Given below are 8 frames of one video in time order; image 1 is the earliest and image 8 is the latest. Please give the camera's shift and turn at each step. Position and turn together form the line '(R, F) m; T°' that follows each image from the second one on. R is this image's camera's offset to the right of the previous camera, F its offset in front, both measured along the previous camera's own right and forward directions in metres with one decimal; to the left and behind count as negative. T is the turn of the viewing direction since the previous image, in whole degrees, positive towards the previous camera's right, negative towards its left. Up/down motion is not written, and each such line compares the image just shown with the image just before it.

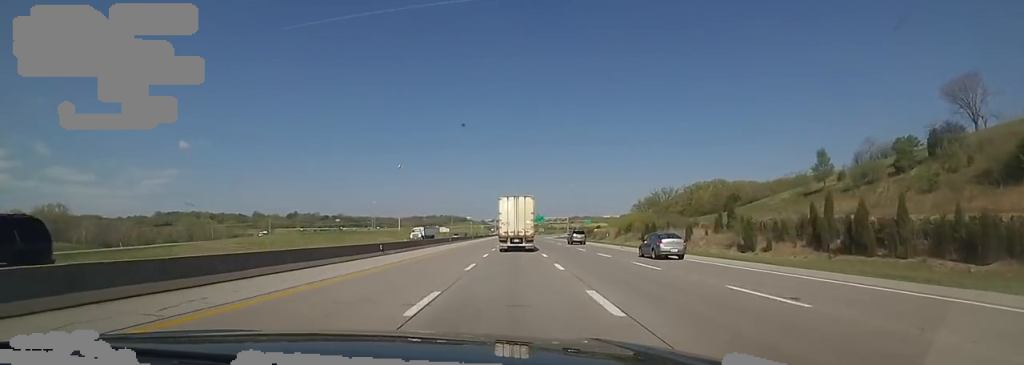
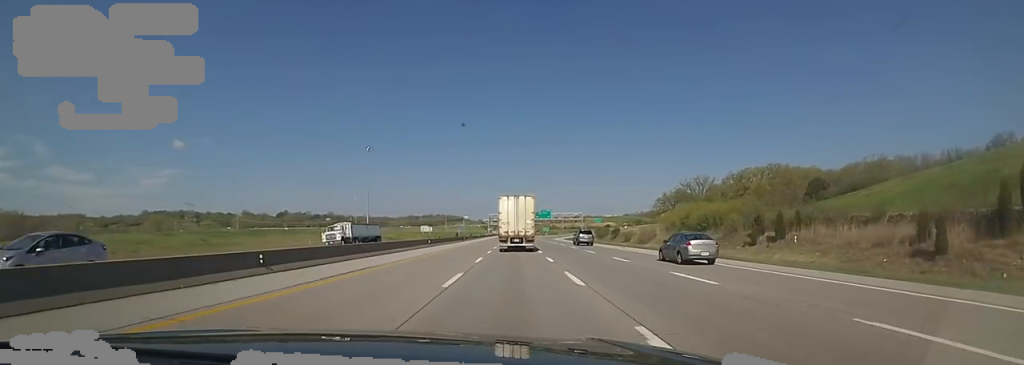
(0.0, +45.2) m; 0°
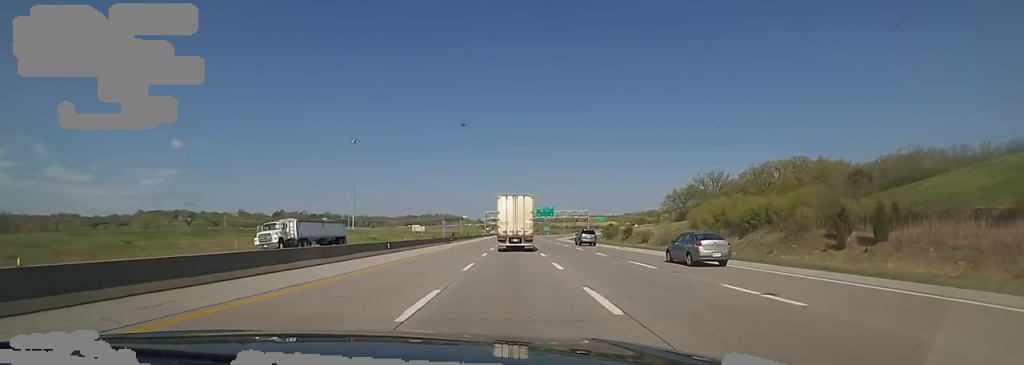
(0.0, +14.7) m; 0°
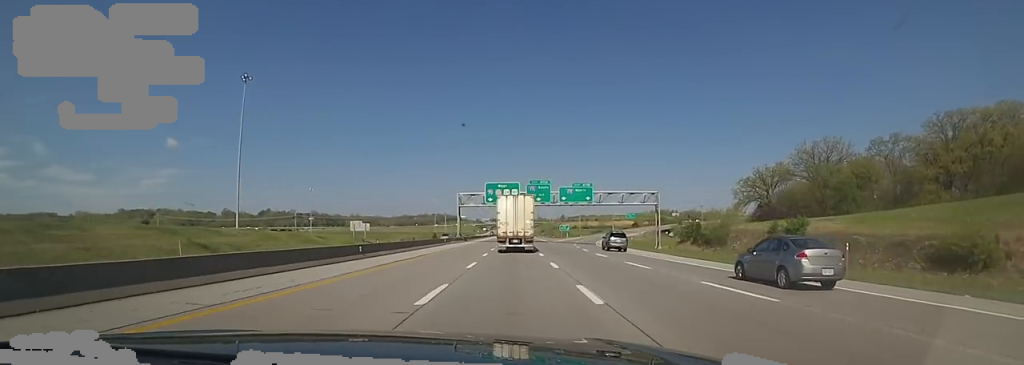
(-3.0, +68.4) m; -3°
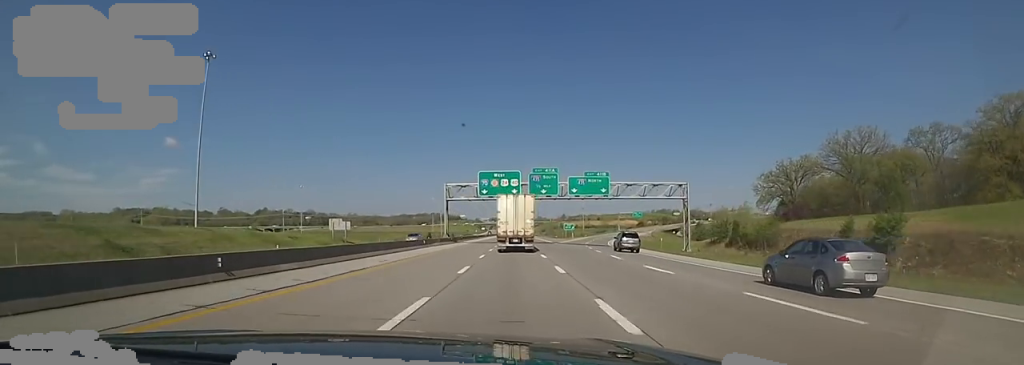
(+0.5, +12.8) m; +1°
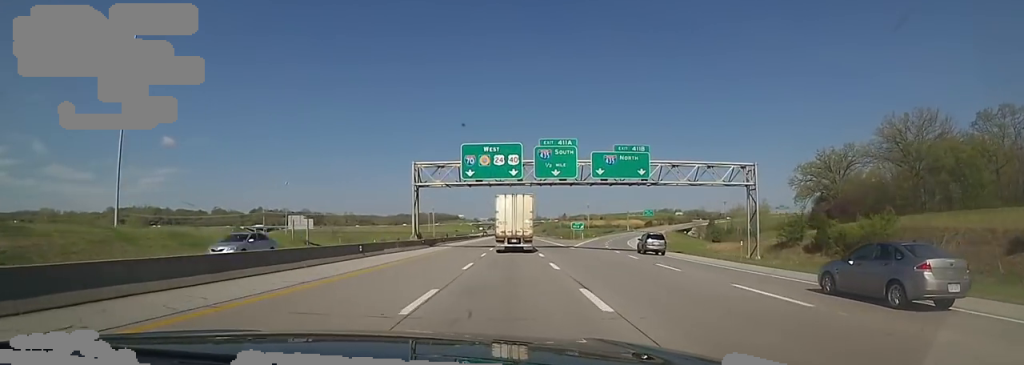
(+0.4, +18.1) m; +1°
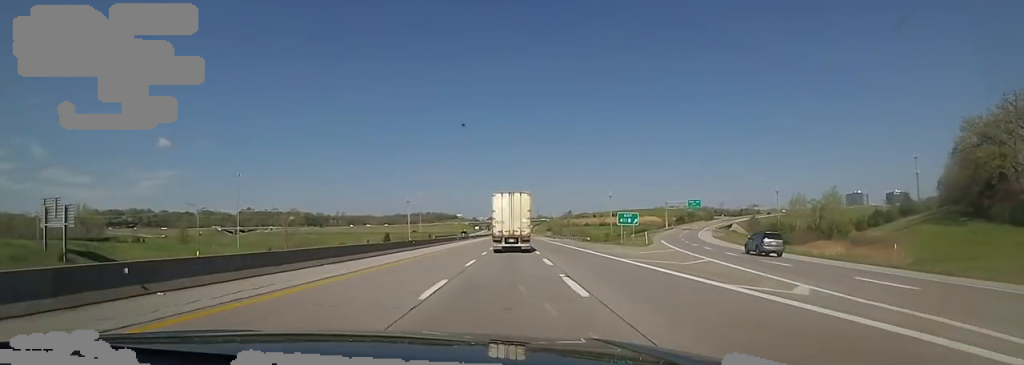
(+0.1, +47.6) m; 0°
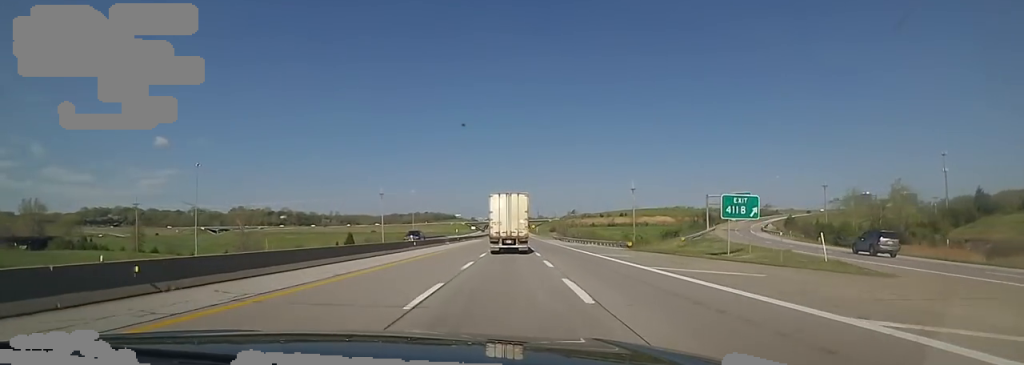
(0.0, +30.4) m; 0°
